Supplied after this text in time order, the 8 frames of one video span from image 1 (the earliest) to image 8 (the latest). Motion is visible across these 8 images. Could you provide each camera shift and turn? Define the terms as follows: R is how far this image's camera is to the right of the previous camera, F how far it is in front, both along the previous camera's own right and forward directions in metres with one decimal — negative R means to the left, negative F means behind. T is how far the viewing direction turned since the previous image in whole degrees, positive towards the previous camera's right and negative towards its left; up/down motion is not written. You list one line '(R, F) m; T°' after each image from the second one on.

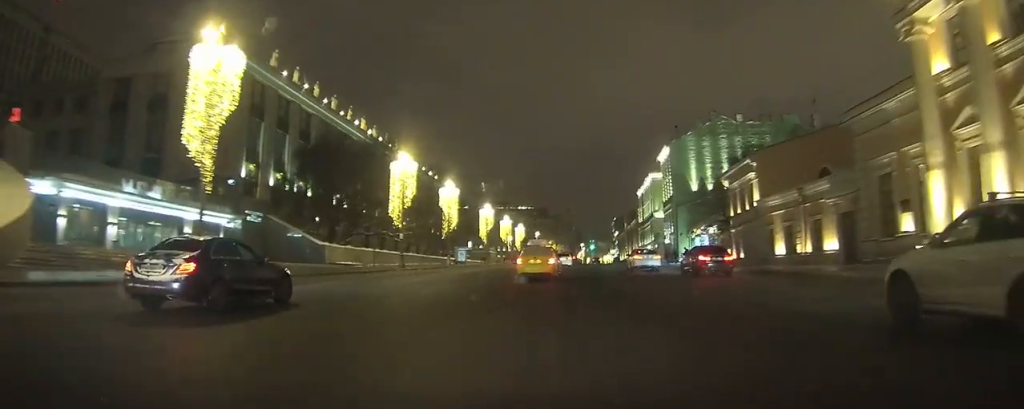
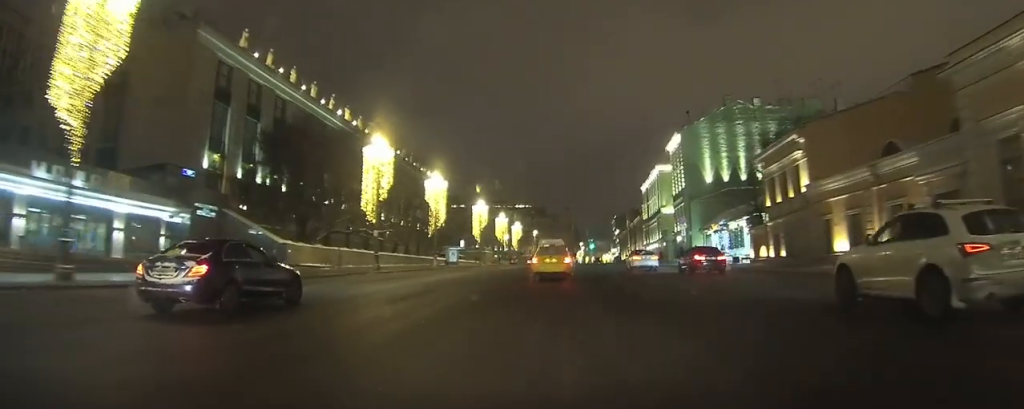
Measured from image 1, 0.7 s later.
(0.0, +7.9) m; 0°
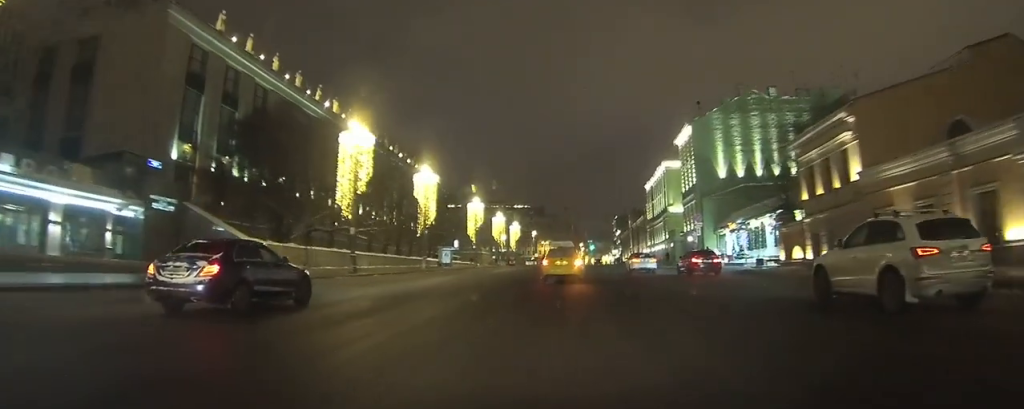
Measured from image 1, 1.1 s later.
(0.0, +5.7) m; 0°
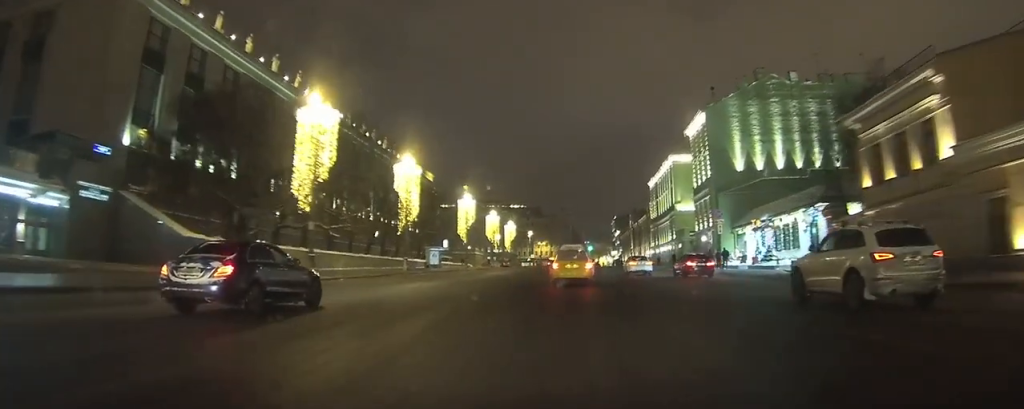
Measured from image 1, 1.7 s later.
(0.0, +7.0) m; 0°
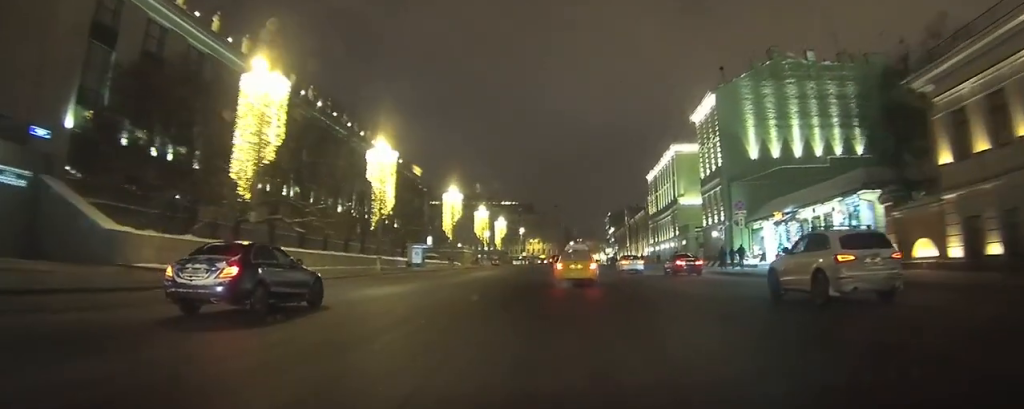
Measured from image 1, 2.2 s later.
(0.0, +6.4) m; 0°
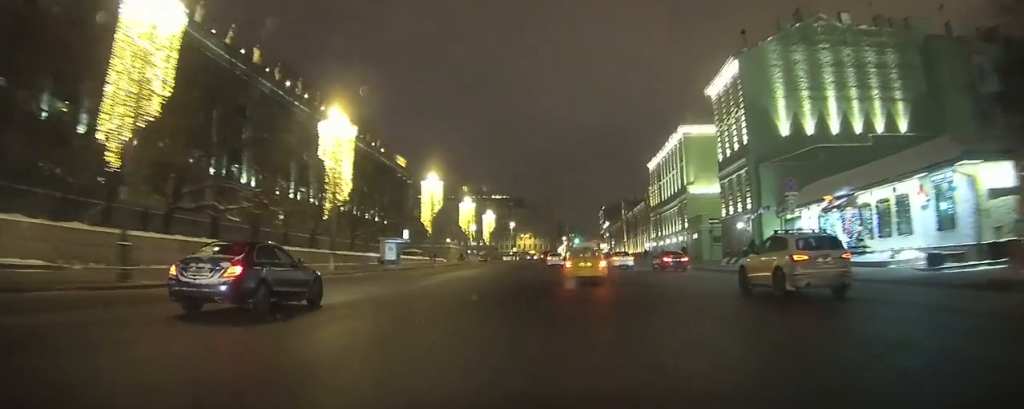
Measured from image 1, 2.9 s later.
(0.0, +9.0) m; 0°
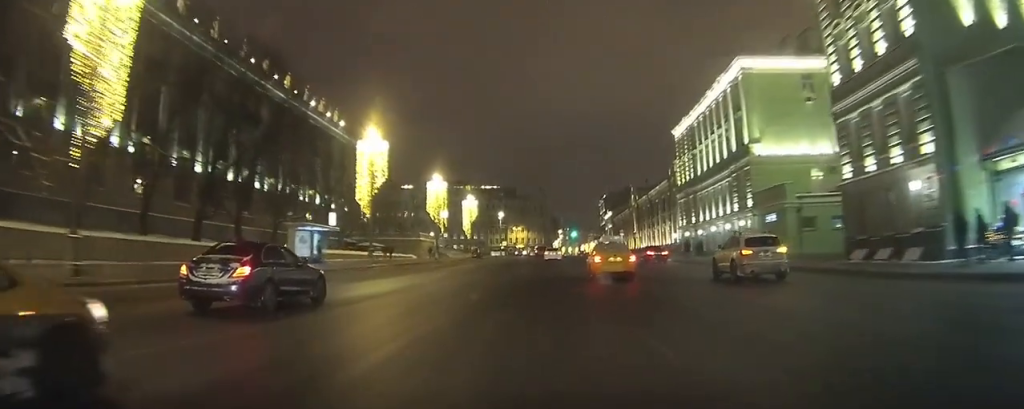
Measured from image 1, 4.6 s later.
(+0.2, +22.6) m; +1°
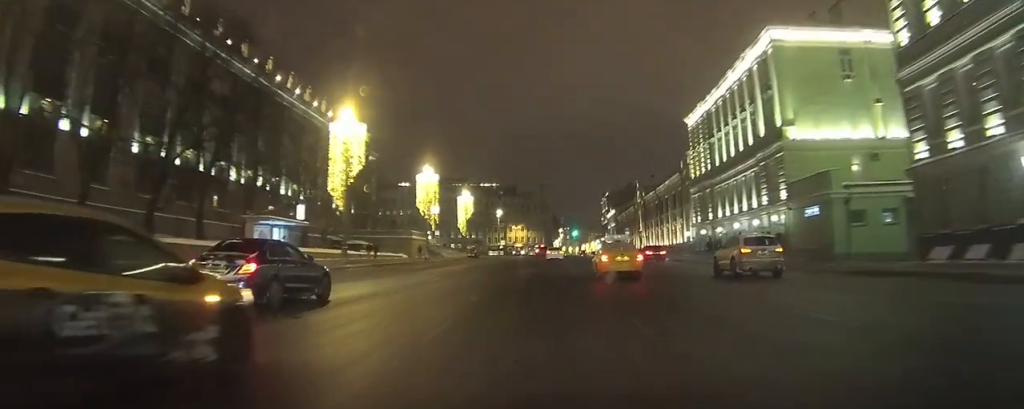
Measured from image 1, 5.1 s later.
(0.0, +6.4) m; 0°
